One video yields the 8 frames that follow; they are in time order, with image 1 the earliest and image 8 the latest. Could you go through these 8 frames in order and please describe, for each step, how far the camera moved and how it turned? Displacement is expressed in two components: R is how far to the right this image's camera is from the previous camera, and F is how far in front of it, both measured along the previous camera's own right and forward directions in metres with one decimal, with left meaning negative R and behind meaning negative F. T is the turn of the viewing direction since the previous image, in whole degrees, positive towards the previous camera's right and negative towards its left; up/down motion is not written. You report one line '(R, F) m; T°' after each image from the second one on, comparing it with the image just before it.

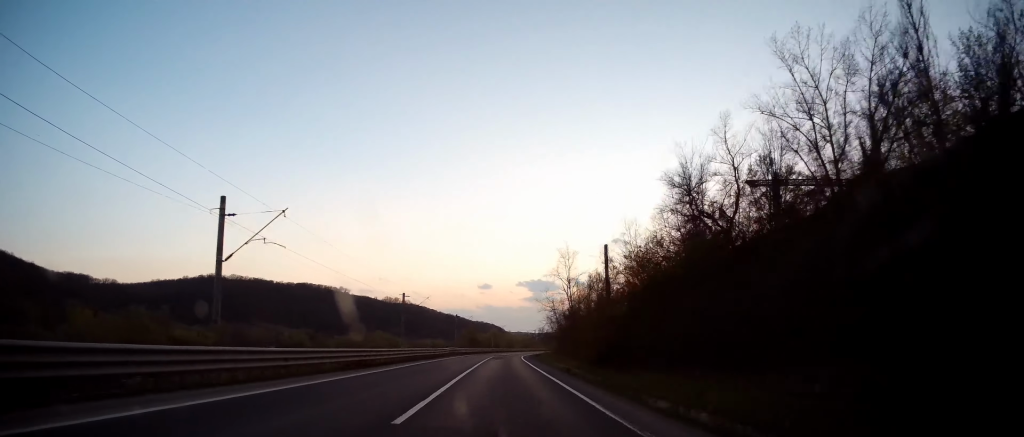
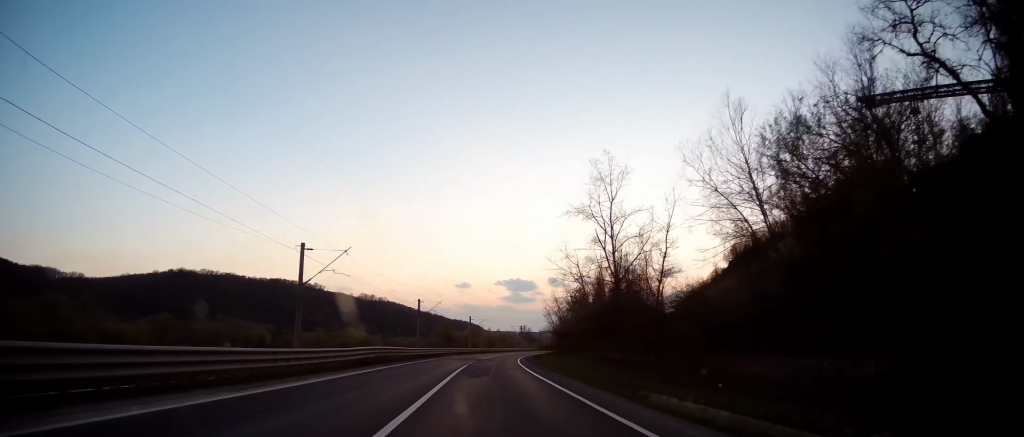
(+1.6, +32.3) m; +4°
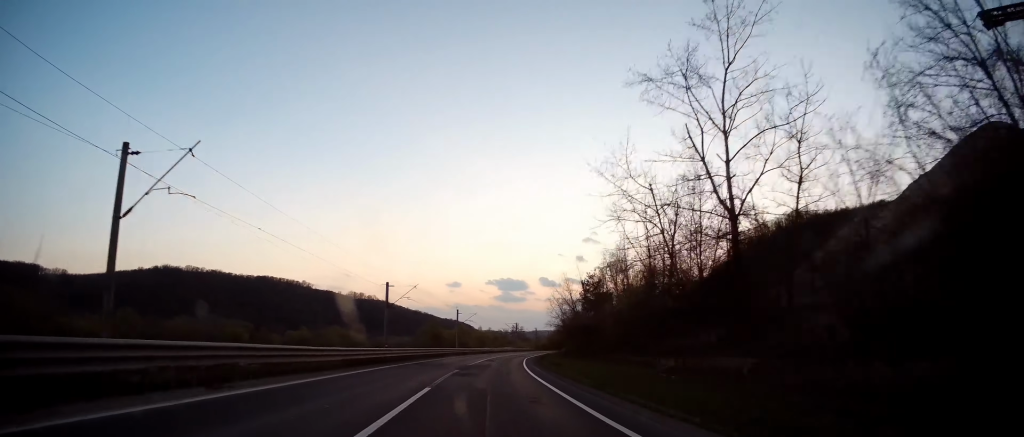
(+0.2, +20.1) m; +2°
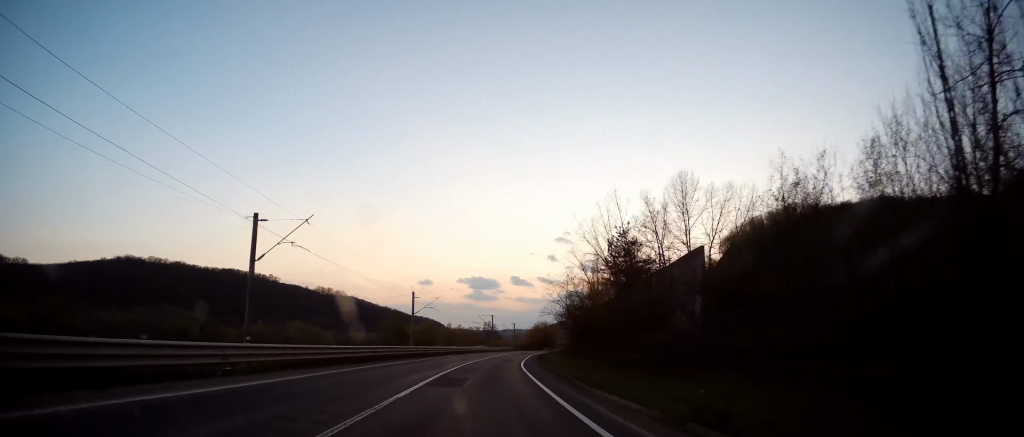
(+0.7, +29.9) m; +2°
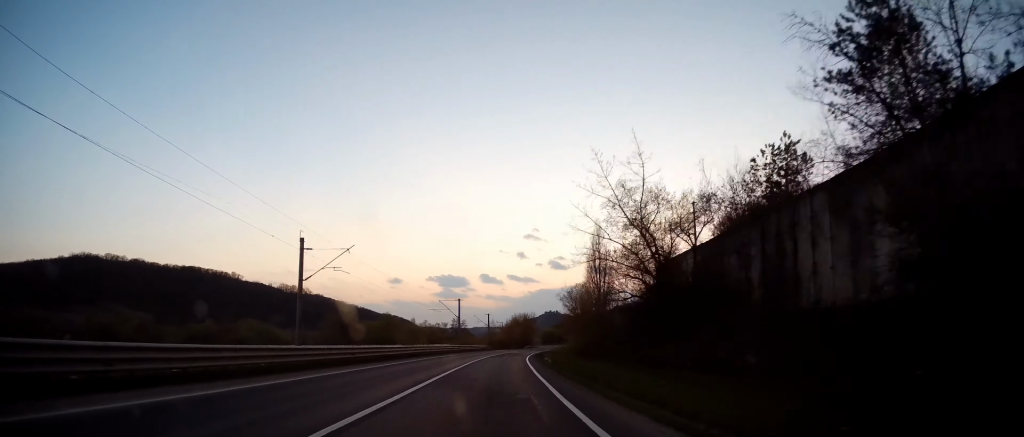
(+1.0, +36.1) m; +3°
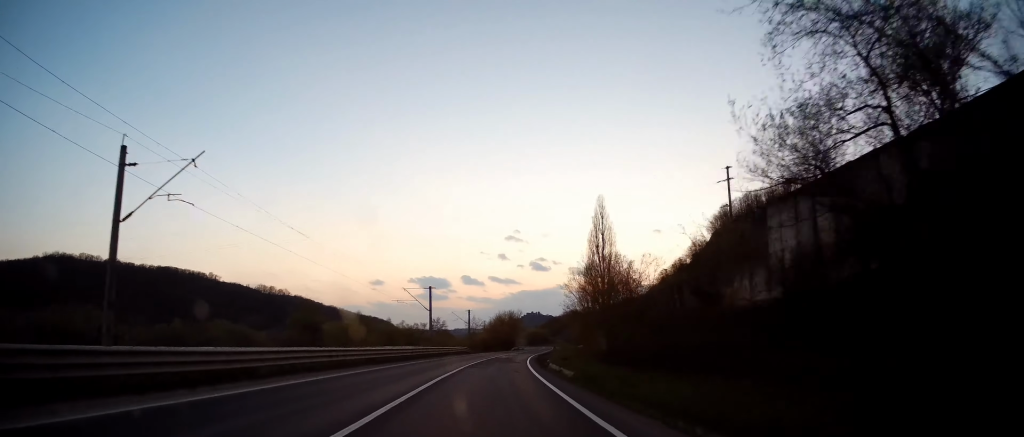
(+0.1, +19.2) m; +1°
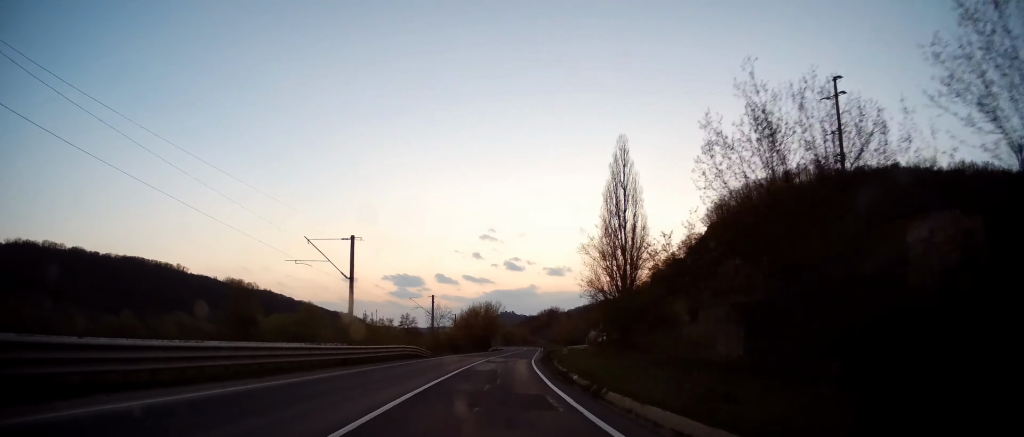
(+0.6, +27.9) m; +2°
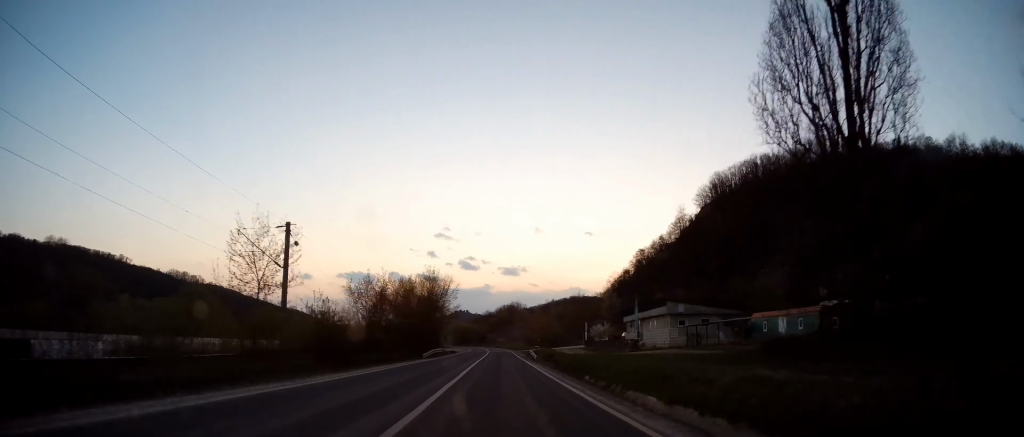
(+2.1, +46.3) m; +5°
